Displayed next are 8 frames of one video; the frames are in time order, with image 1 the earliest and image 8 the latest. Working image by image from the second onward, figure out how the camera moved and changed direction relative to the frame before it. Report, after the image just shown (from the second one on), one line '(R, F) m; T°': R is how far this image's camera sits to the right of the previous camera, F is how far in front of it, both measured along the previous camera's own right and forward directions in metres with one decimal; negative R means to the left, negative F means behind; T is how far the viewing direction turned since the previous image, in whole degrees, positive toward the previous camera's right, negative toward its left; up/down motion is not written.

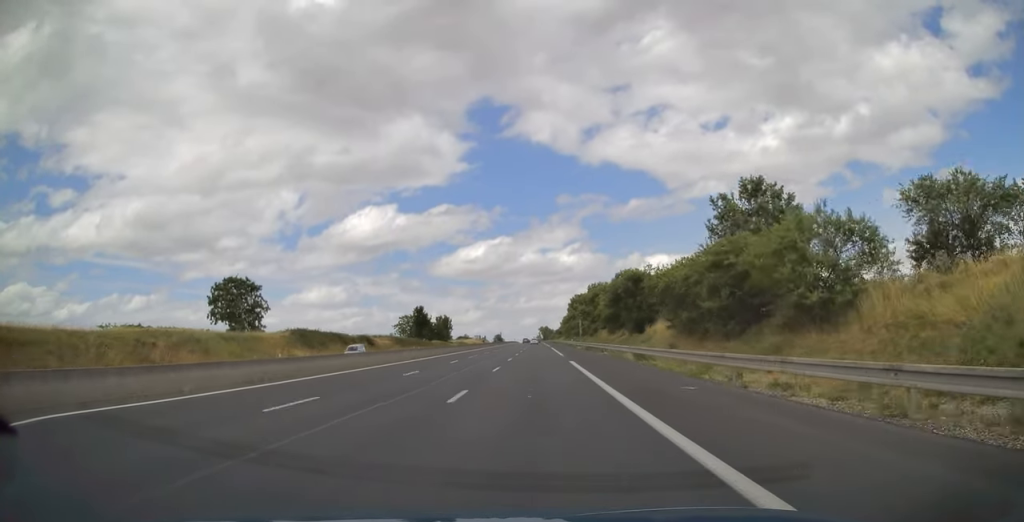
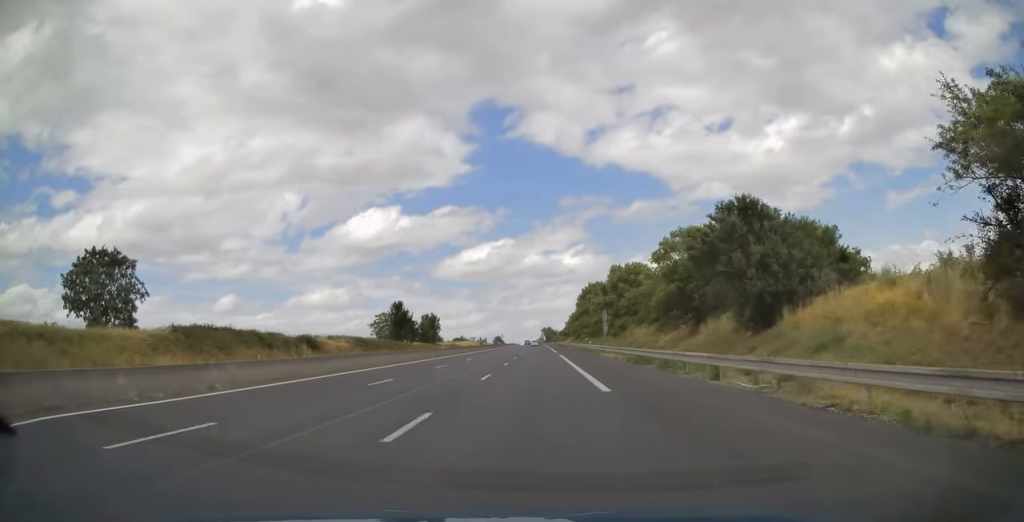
(0.0, +30.8) m; 0°
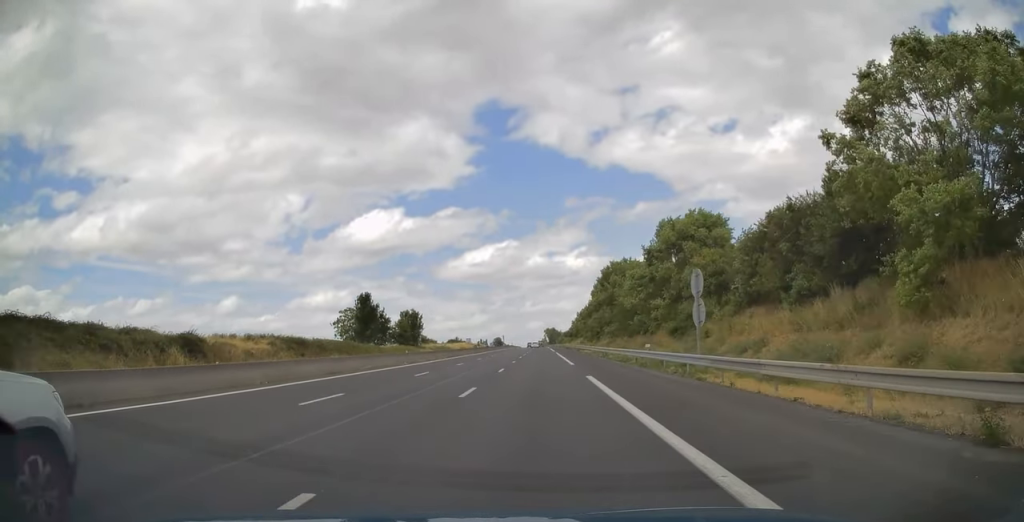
(-0.1, +31.9) m; 0°
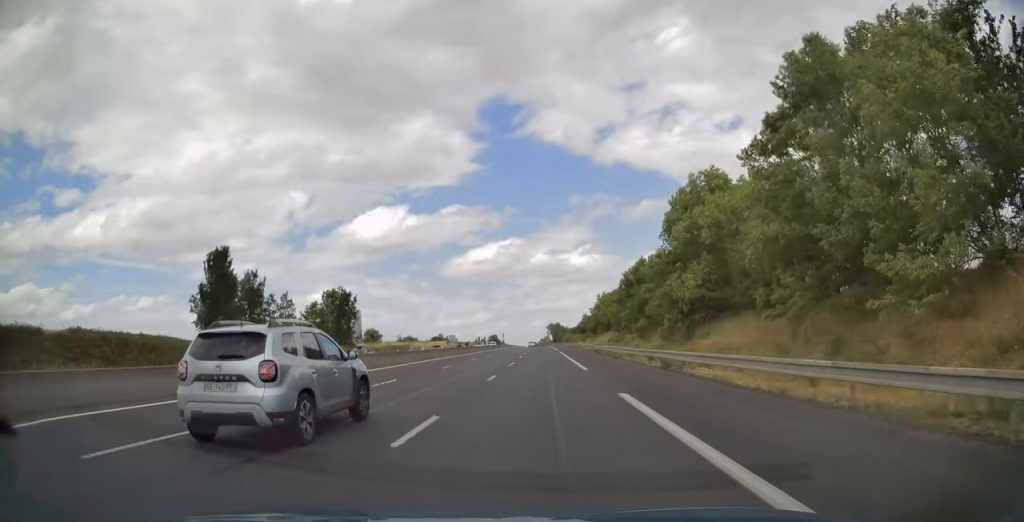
(0.0, +59.2) m; 0°
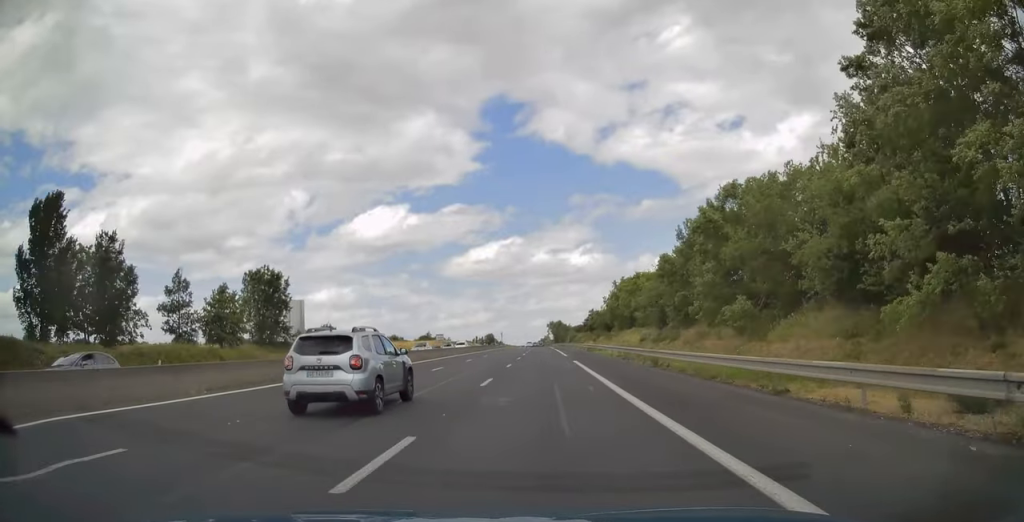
(0.0, +28.4) m; 0°
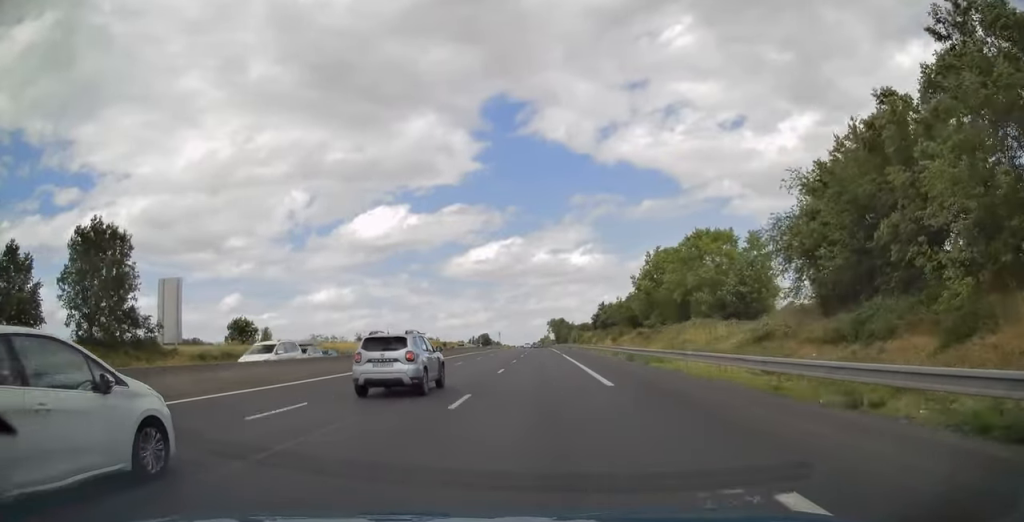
(0.0, +32.1) m; 0°
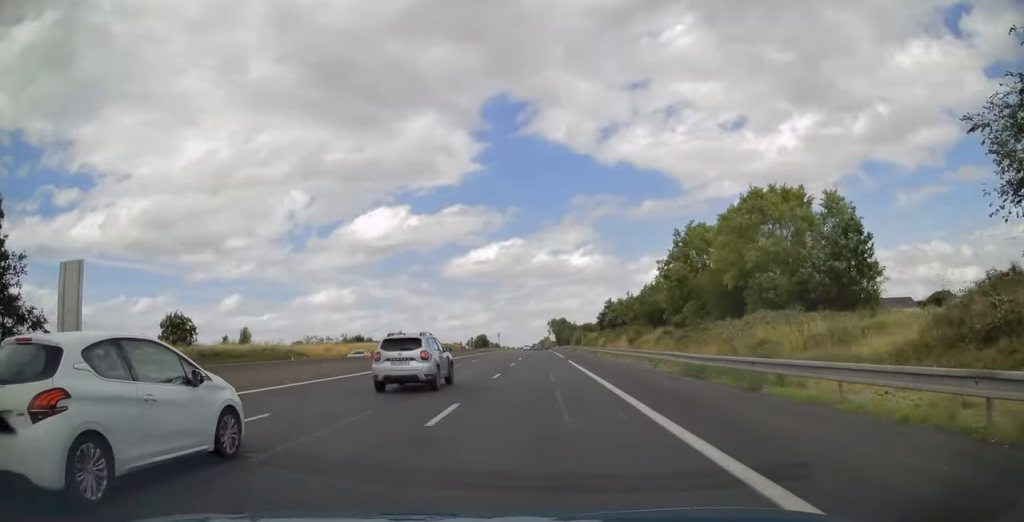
(0.0, +15.0) m; 0°
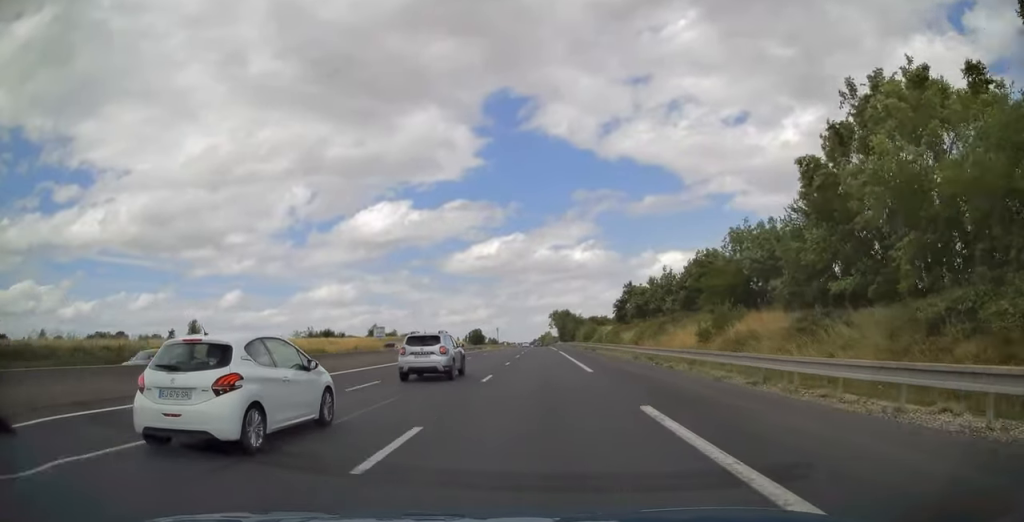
(0.0, +29.9) m; 0°
